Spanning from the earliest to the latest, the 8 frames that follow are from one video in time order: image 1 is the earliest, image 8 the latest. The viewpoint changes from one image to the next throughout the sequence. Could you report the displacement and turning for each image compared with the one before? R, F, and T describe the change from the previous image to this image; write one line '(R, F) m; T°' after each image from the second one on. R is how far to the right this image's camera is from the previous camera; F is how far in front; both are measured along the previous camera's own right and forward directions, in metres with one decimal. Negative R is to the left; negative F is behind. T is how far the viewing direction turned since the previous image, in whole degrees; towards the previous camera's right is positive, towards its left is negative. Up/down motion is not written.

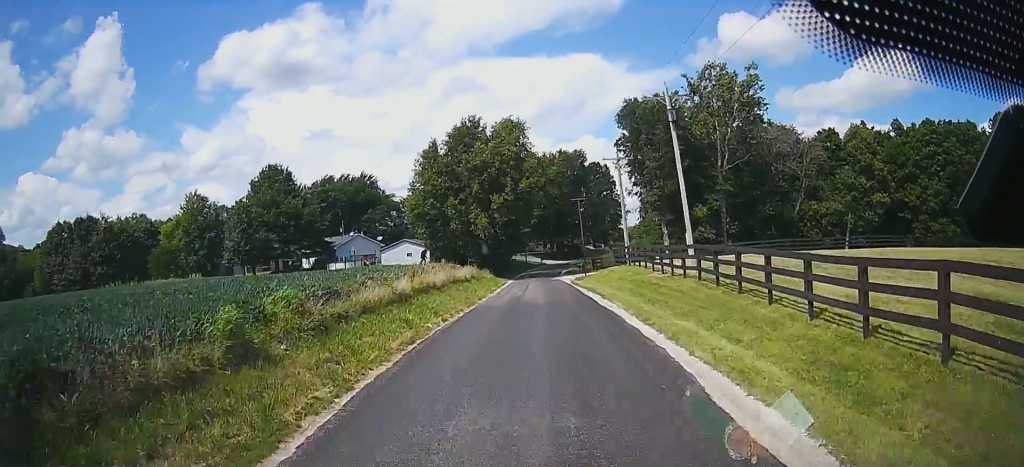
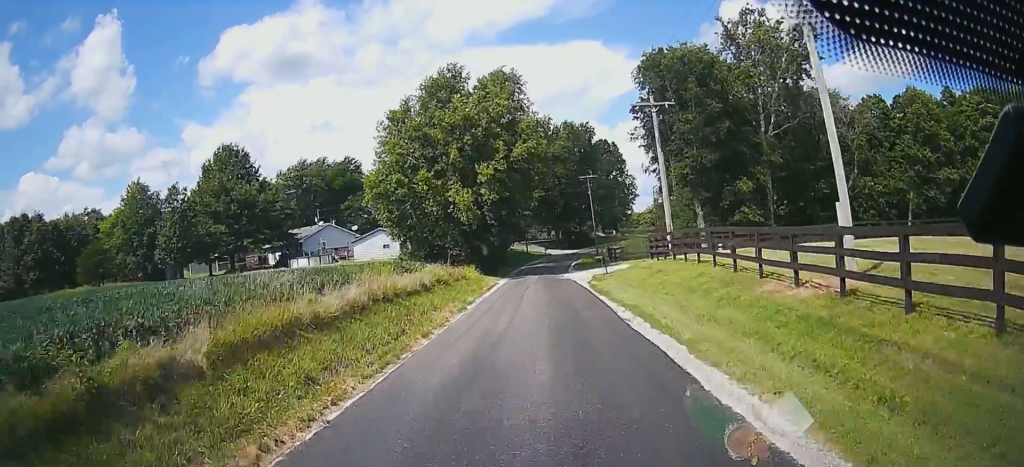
(-0.6, +15.4) m; -3°
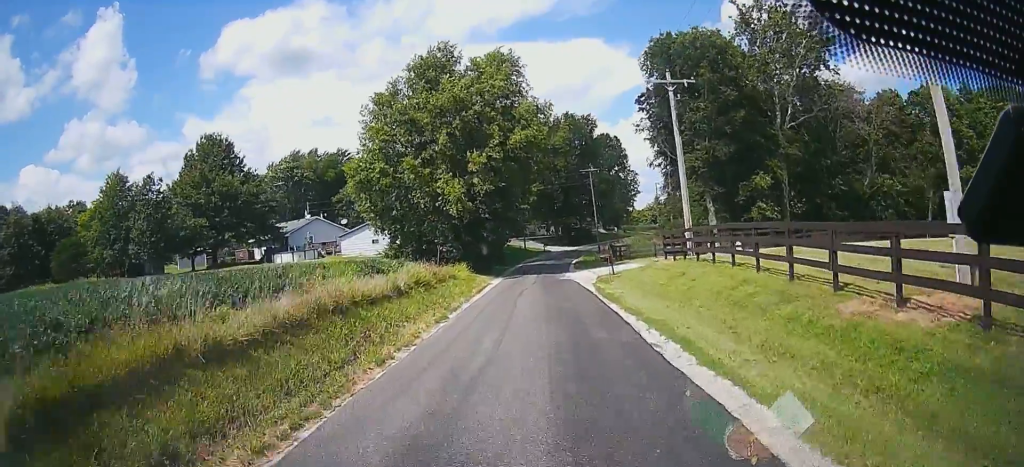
(0.0, +4.8) m; 0°
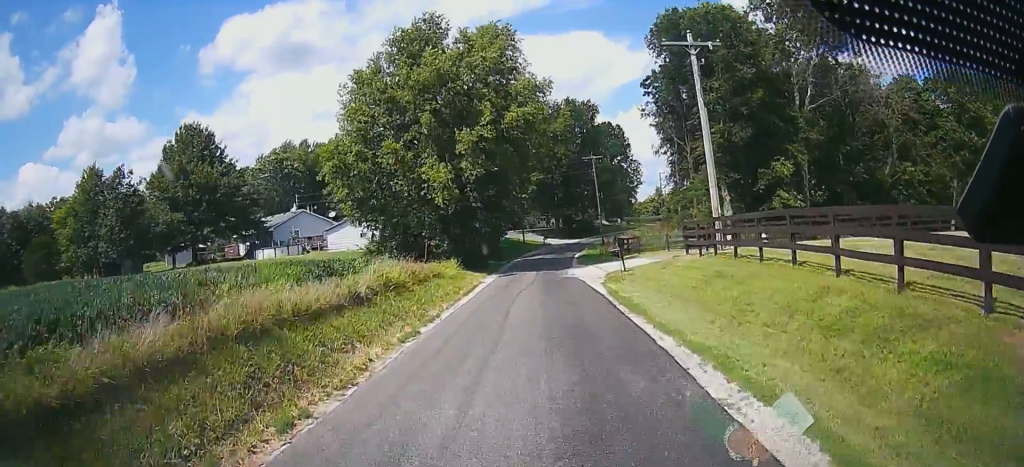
(0.0, +4.9) m; 0°
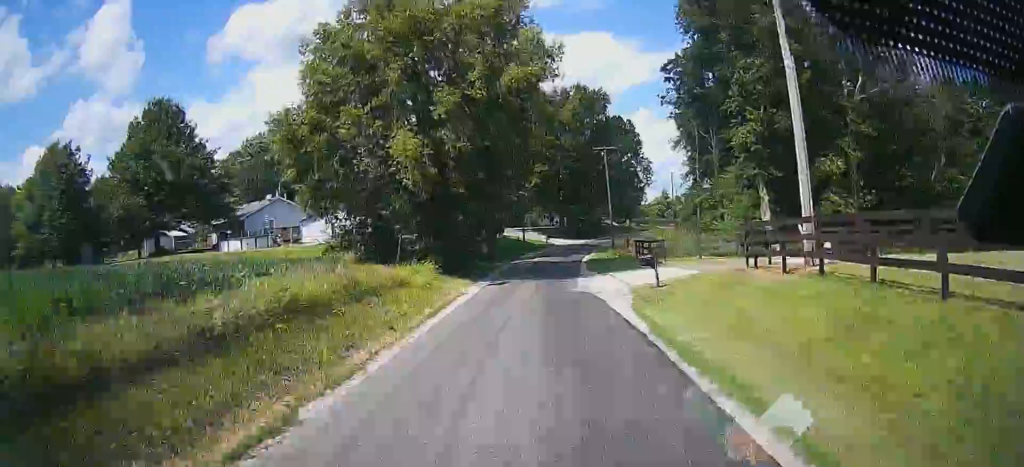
(0.0, +8.5) m; +1°
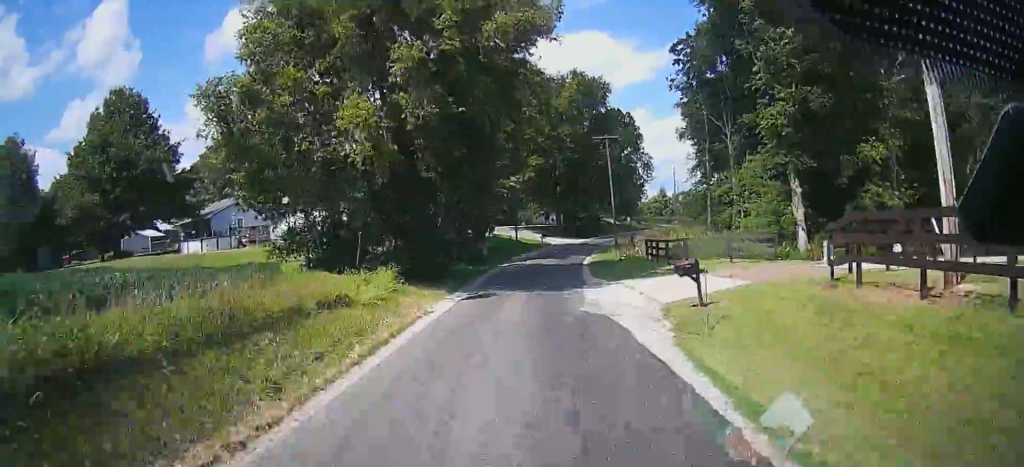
(+0.1, +6.8) m; +1°
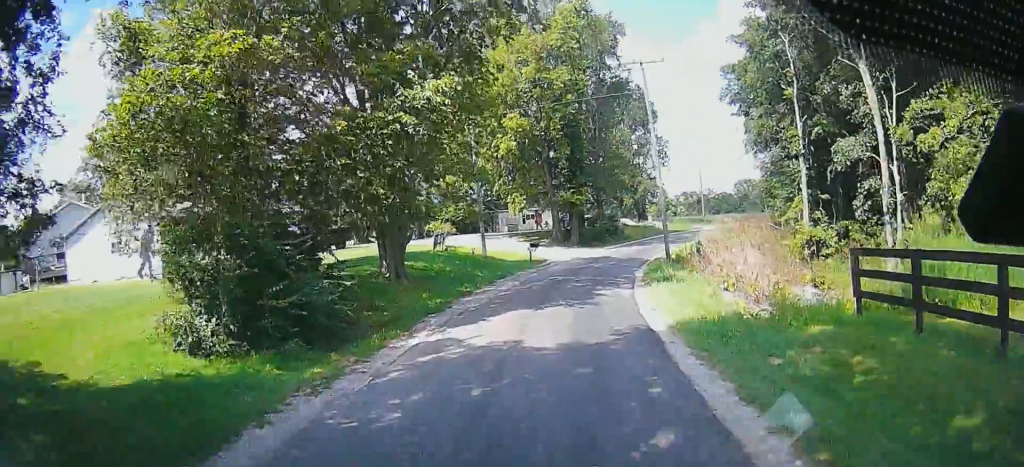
(-0.3, +27.3) m; -1°
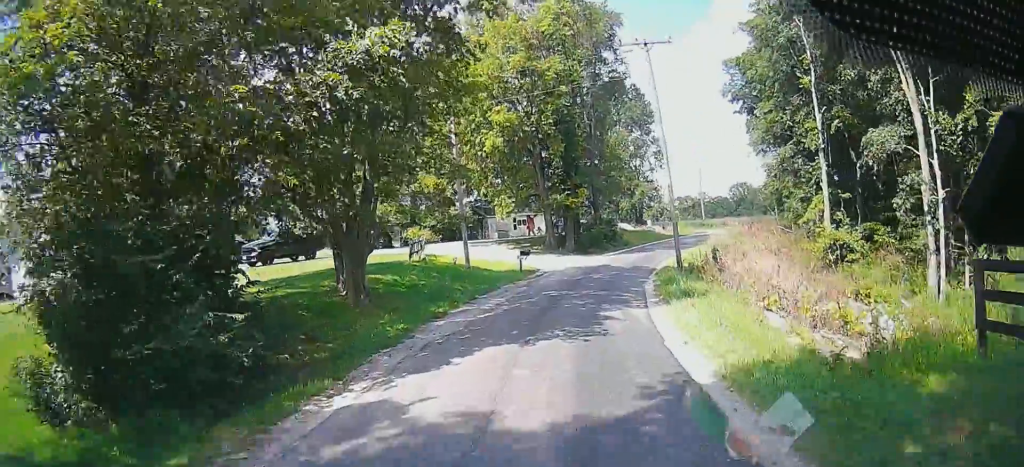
(-0.1, +4.2) m; +2°
